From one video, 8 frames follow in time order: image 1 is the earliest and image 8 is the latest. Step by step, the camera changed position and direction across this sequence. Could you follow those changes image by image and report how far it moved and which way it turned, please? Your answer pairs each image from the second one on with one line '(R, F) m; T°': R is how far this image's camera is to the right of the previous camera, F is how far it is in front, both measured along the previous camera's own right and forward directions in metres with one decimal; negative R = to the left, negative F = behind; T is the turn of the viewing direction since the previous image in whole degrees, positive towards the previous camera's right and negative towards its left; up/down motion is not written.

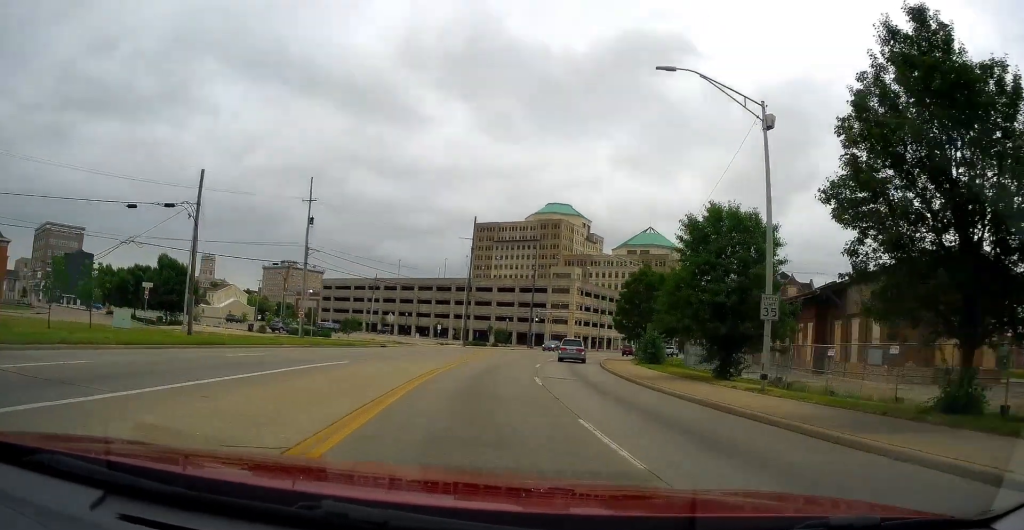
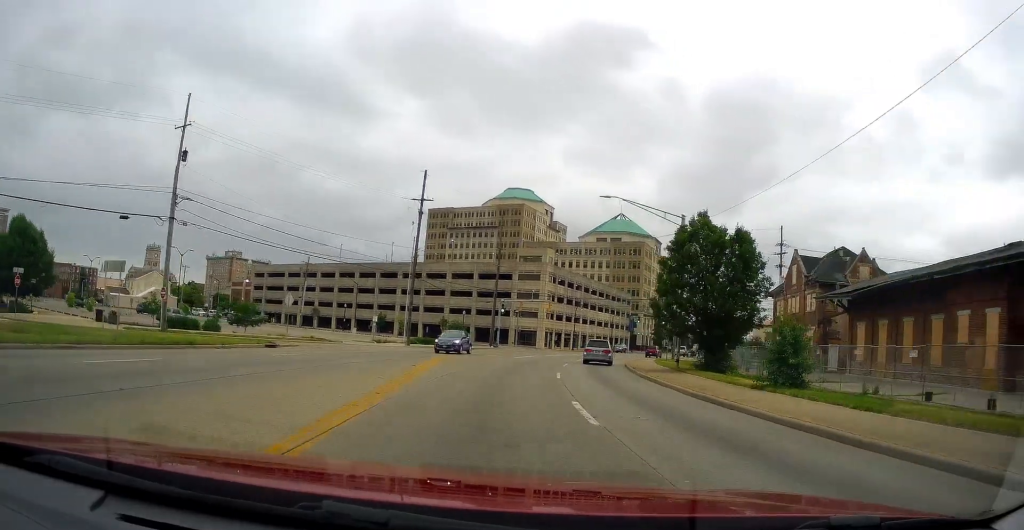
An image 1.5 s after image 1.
(+0.4, +21.8) m; +5°
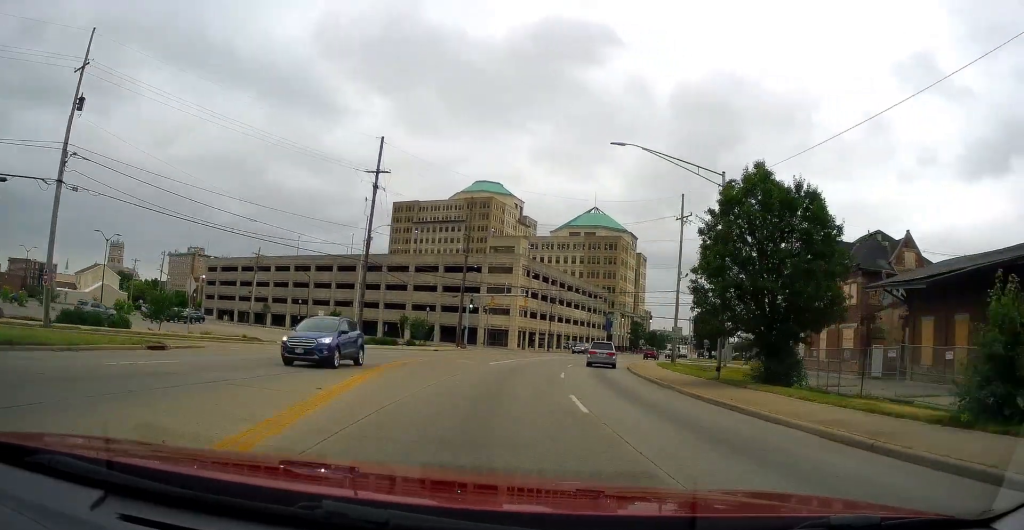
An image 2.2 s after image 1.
(+0.5, +10.2) m; +4°
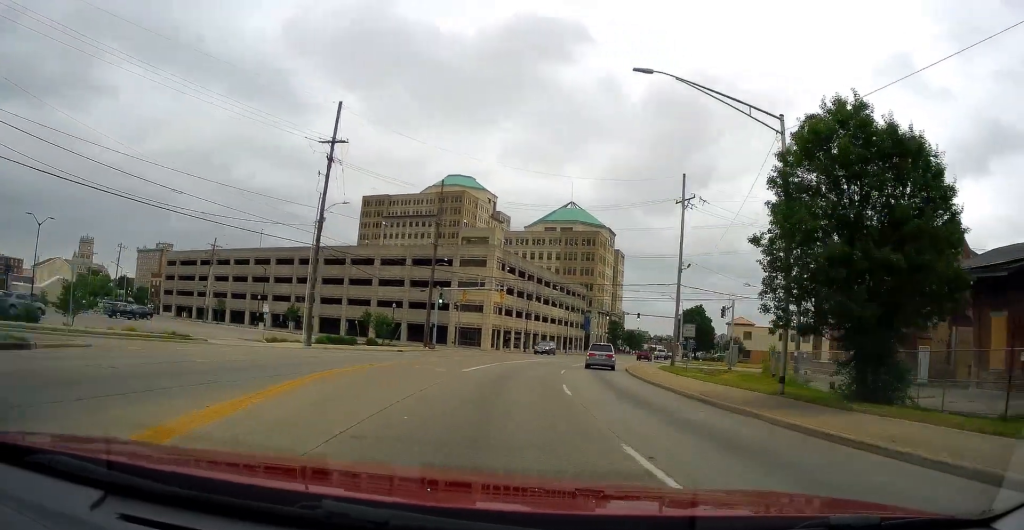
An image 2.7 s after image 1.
(+0.2, +7.7) m; +2°
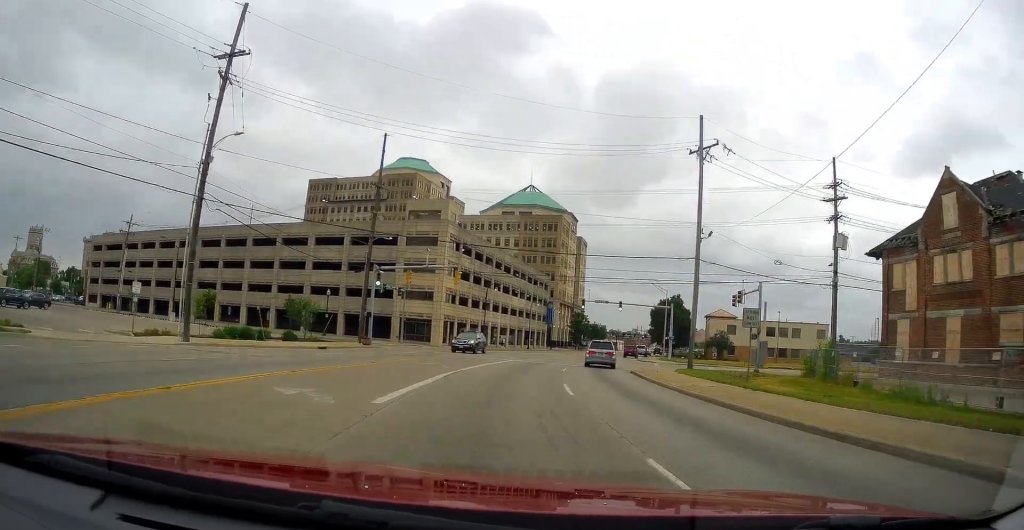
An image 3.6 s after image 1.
(+0.3, +13.4) m; +3°
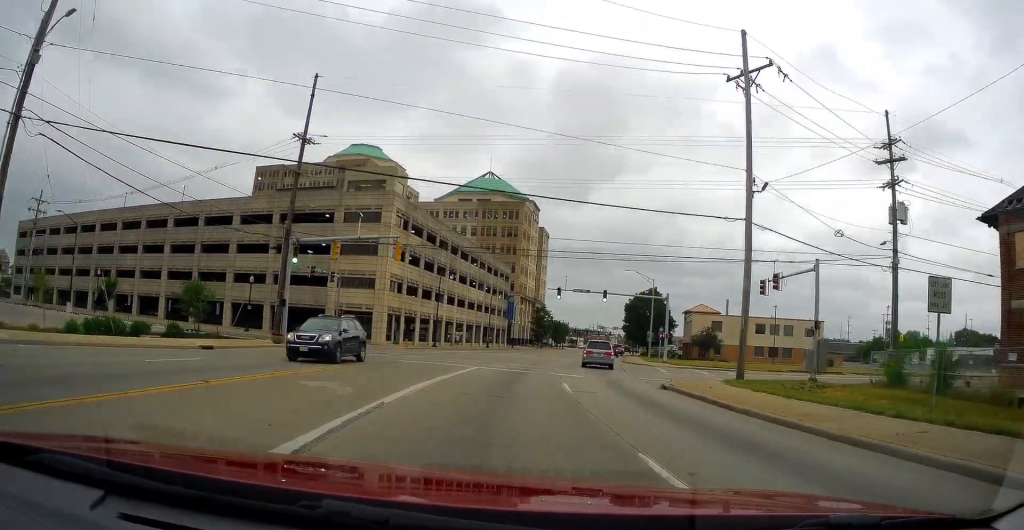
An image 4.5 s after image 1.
(-0.1, +11.8) m; +5°
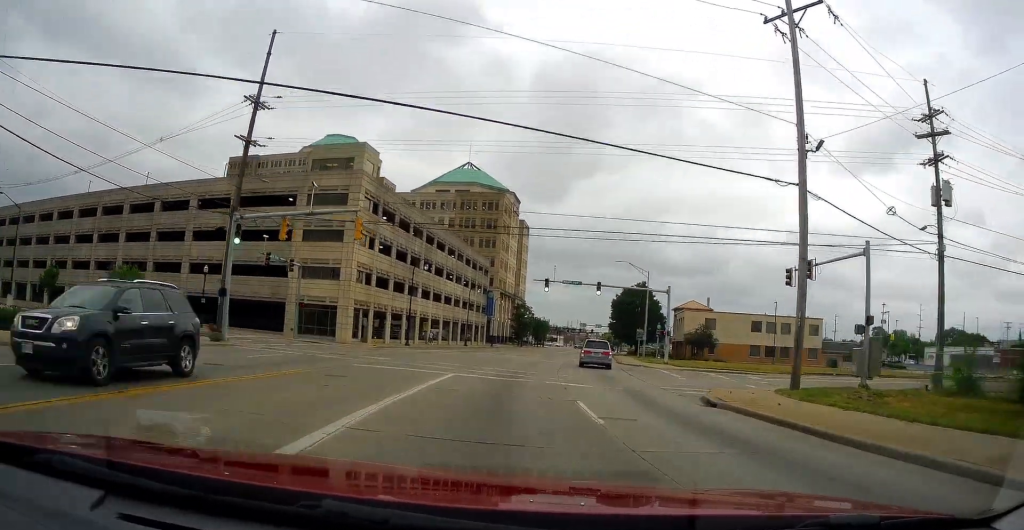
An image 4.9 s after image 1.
(+0.5, +6.0) m; +2°
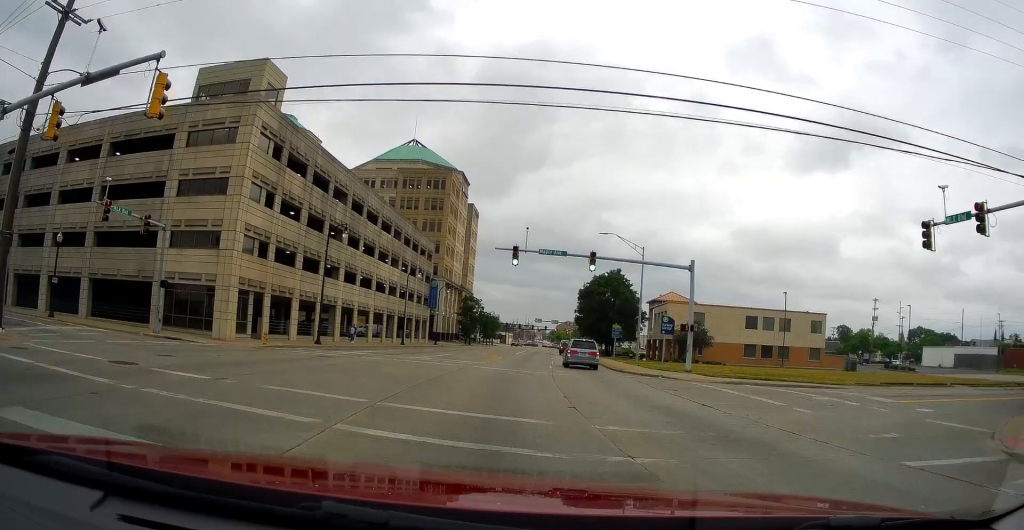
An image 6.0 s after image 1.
(+0.7, +14.9) m; +3°
